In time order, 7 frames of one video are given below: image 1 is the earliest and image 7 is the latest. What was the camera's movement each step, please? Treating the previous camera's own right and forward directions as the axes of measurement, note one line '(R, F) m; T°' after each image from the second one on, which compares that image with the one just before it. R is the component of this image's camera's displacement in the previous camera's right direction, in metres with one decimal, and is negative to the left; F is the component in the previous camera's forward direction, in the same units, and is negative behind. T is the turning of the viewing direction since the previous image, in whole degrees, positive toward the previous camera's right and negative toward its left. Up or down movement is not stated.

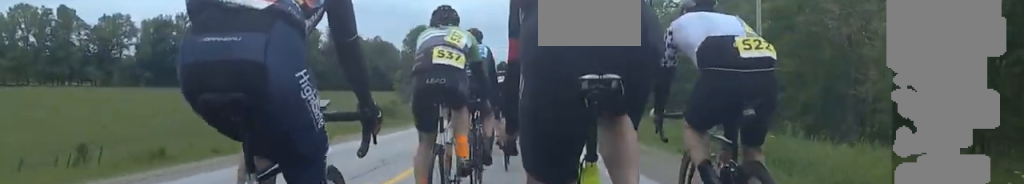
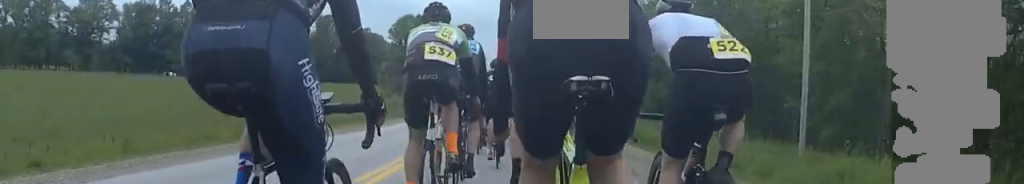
(-0.5, +5.2) m; 0°
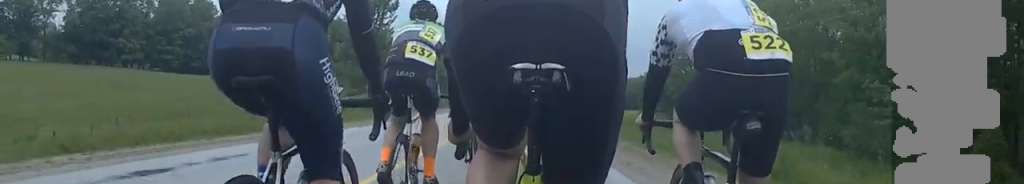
(-0.6, +25.7) m; -6°
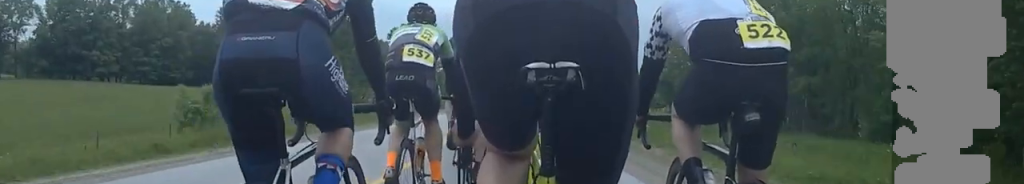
(0.0, +6.7) m; 0°
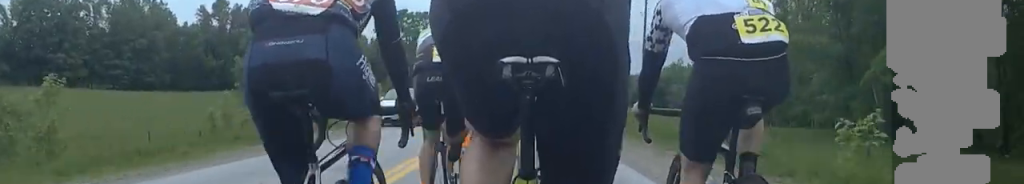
(0.0, +13.2) m; 0°
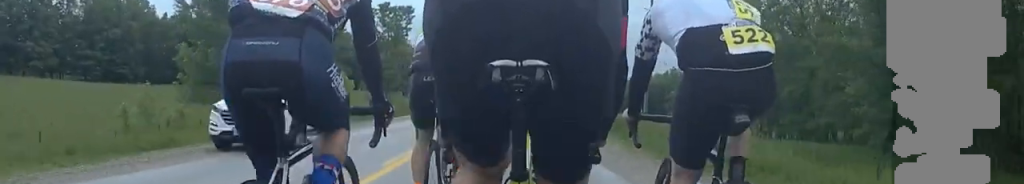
(0.0, +6.1) m; 0°
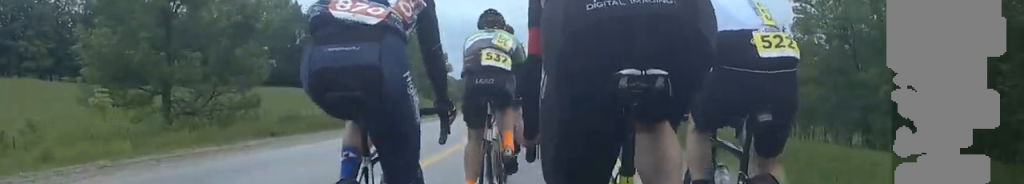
(+0.1, +11.0) m; +3°
